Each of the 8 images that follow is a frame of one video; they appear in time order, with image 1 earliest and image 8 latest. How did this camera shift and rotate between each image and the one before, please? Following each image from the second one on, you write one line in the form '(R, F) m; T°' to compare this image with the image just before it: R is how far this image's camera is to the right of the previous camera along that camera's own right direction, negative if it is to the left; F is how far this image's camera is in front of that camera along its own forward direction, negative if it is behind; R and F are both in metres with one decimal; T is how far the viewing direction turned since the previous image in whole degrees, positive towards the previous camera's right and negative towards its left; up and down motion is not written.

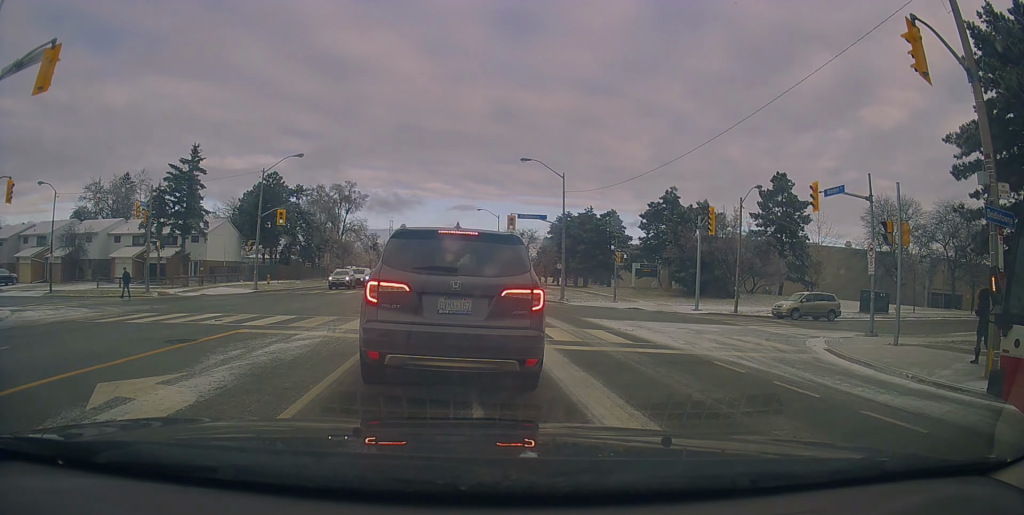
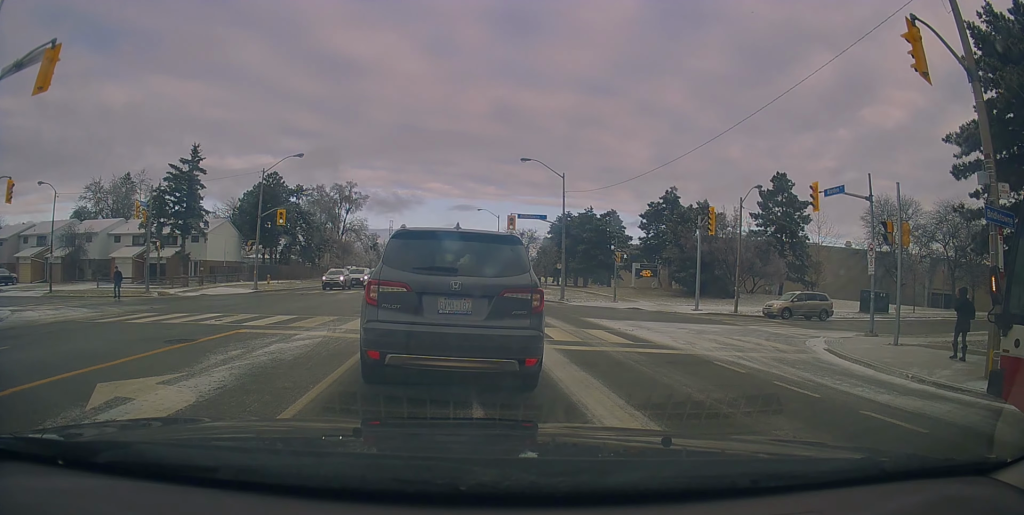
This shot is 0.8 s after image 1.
(0.0, 0.0) m; 0°
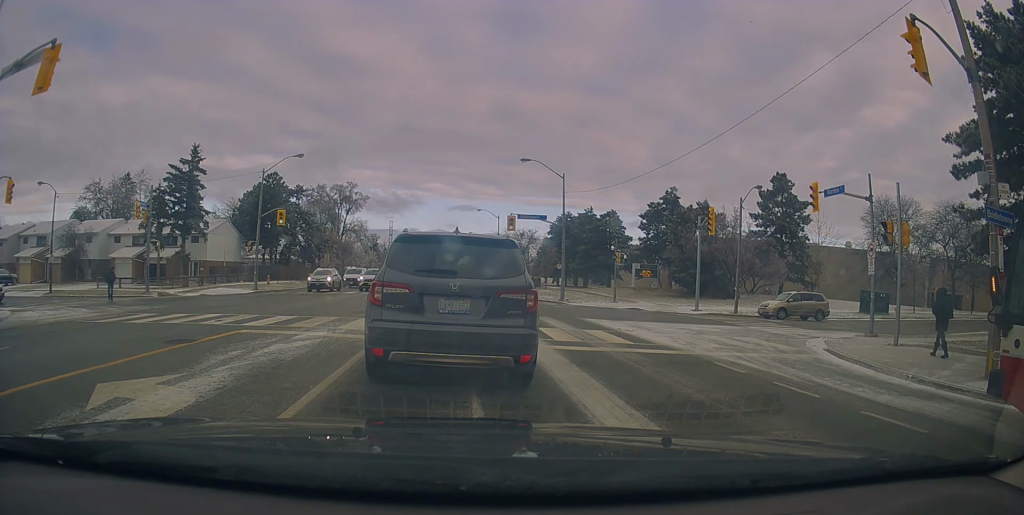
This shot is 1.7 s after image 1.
(0.0, 0.0) m; 0°
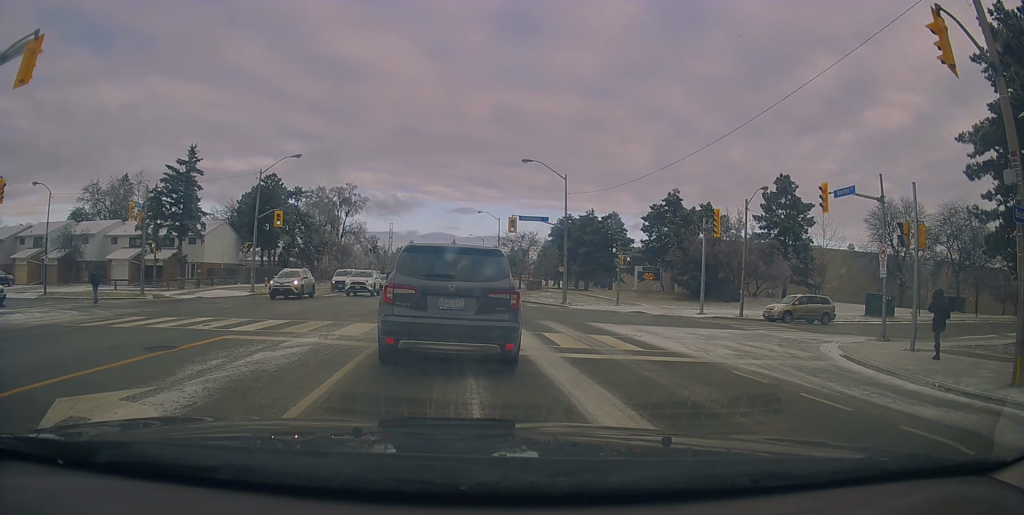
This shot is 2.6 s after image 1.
(0.0, 0.0) m; 0°
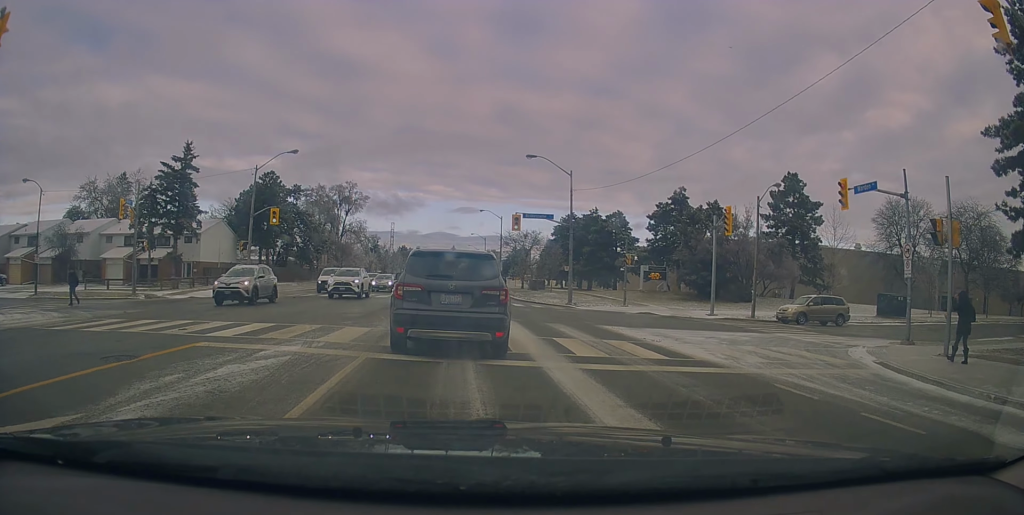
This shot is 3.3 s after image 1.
(0.0, +0.3) m; -1°
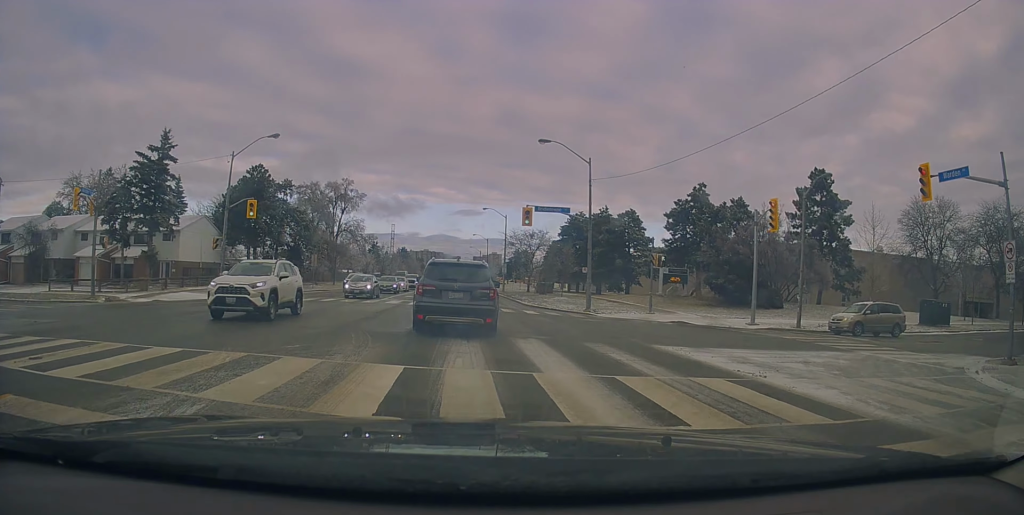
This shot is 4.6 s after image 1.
(-0.1, +2.3) m; -1°
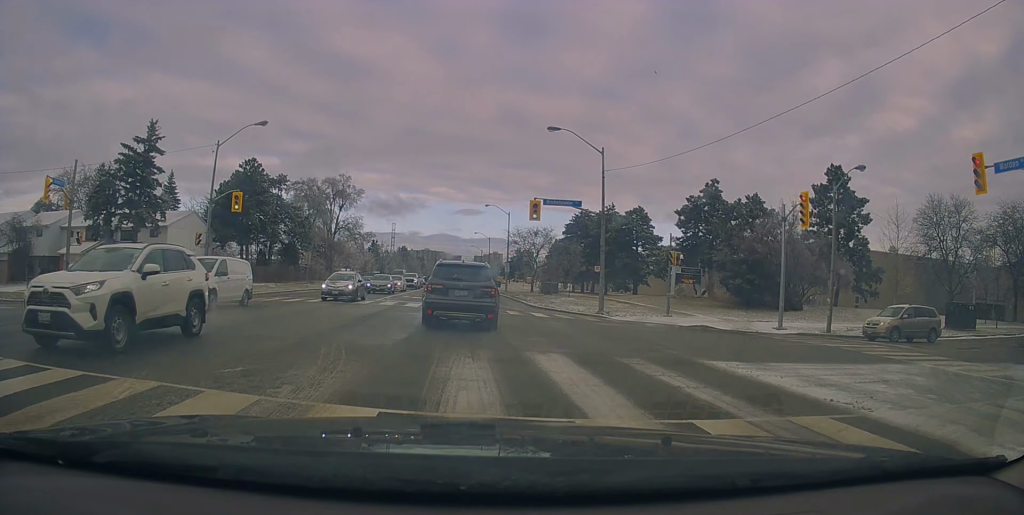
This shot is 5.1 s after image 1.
(0.0, +1.6) m; -1°
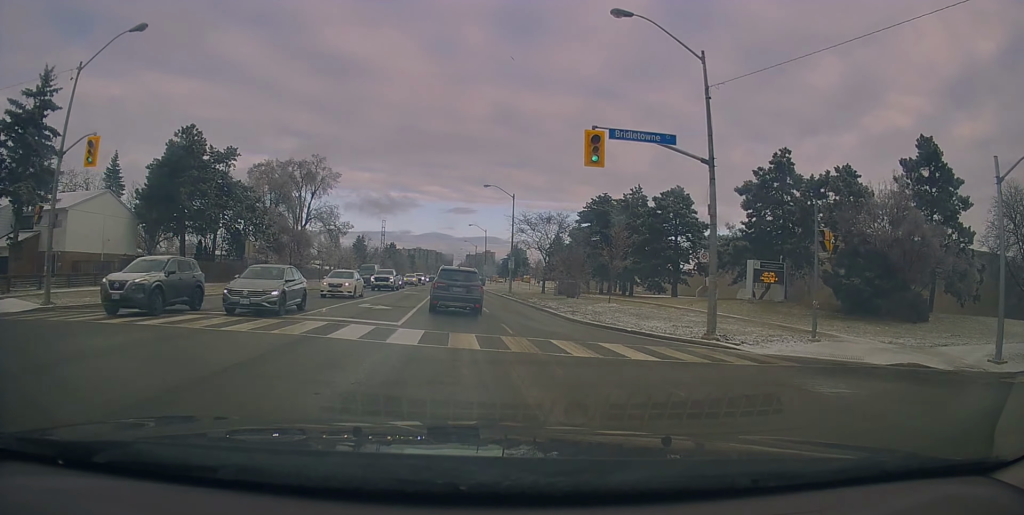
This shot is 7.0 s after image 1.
(-1.2, +11.1) m; -5°
